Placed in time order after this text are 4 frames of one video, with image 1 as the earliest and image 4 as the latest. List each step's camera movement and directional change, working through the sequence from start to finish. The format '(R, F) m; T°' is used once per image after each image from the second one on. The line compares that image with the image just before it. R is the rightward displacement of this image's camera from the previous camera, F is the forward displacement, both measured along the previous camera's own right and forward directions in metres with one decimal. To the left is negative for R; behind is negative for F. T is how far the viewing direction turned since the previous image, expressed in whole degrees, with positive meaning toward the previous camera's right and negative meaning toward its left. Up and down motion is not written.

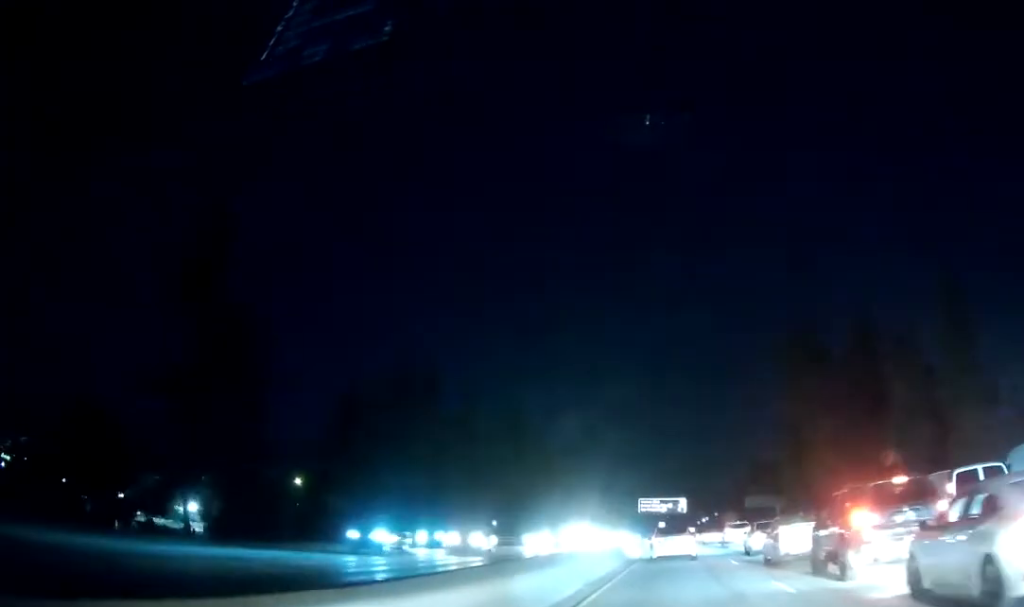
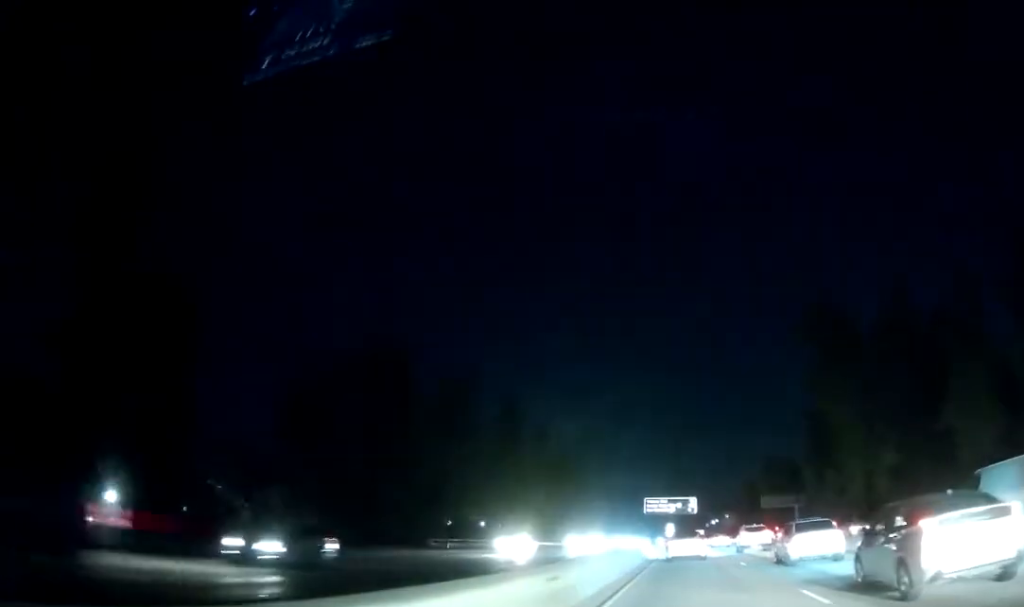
(-0.1, +13.9) m; 0°
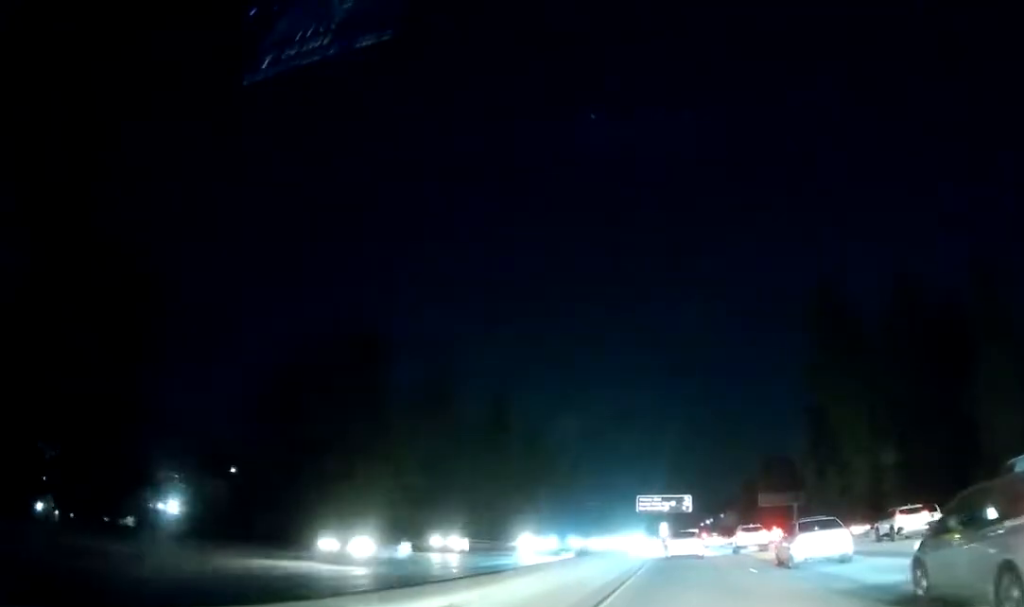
(0.0, +5.7) m; 0°
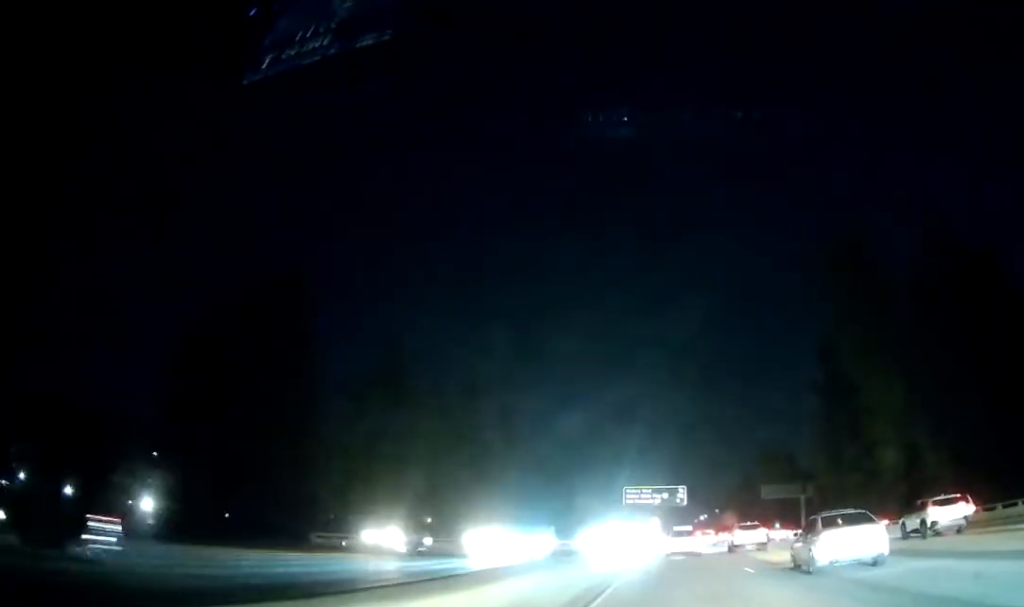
(-0.1, +13.4) m; 0°
